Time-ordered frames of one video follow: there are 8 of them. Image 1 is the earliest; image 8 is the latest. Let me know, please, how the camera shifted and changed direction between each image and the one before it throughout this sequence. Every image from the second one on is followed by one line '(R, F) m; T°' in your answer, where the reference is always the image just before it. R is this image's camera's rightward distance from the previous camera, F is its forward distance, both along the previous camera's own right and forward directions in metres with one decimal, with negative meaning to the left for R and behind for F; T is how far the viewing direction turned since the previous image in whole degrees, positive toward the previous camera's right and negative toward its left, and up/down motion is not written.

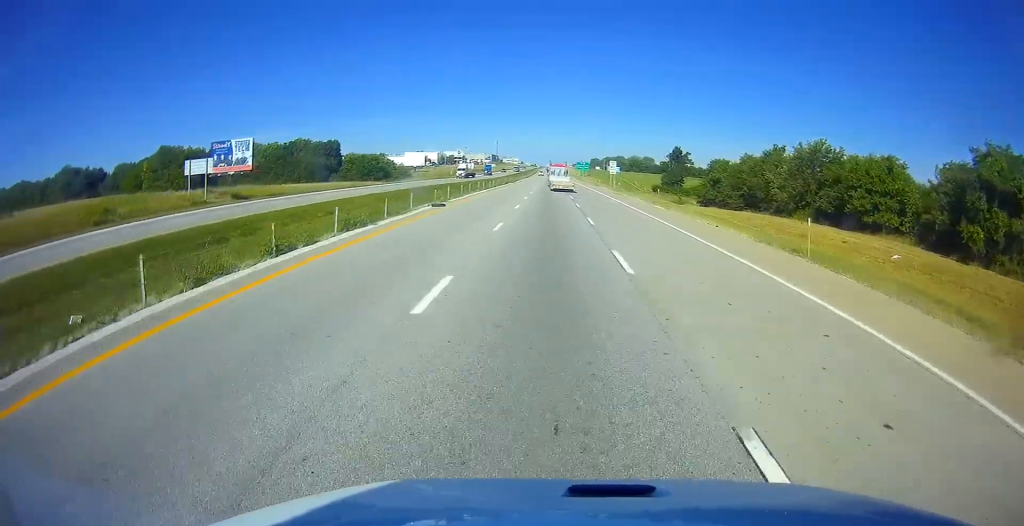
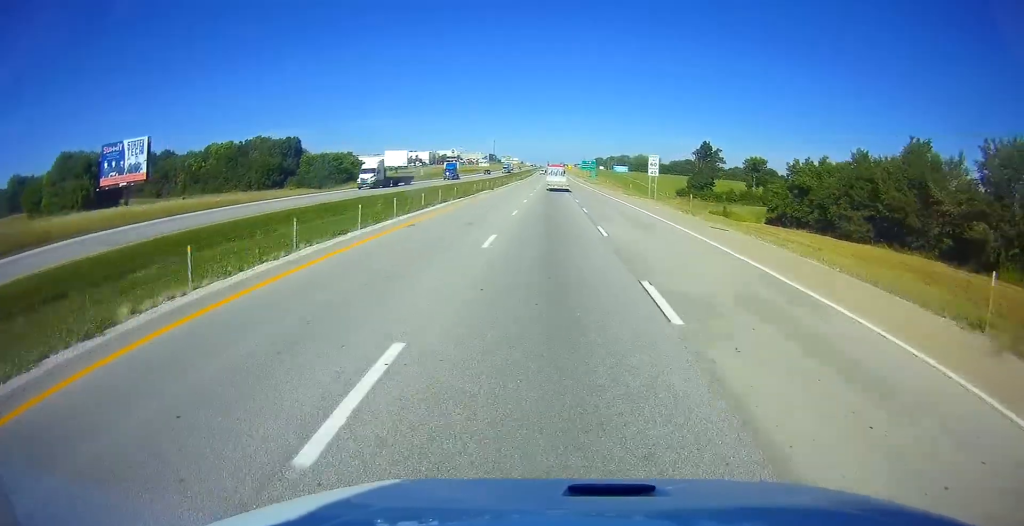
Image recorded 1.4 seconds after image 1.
(0.0, +41.1) m; 0°
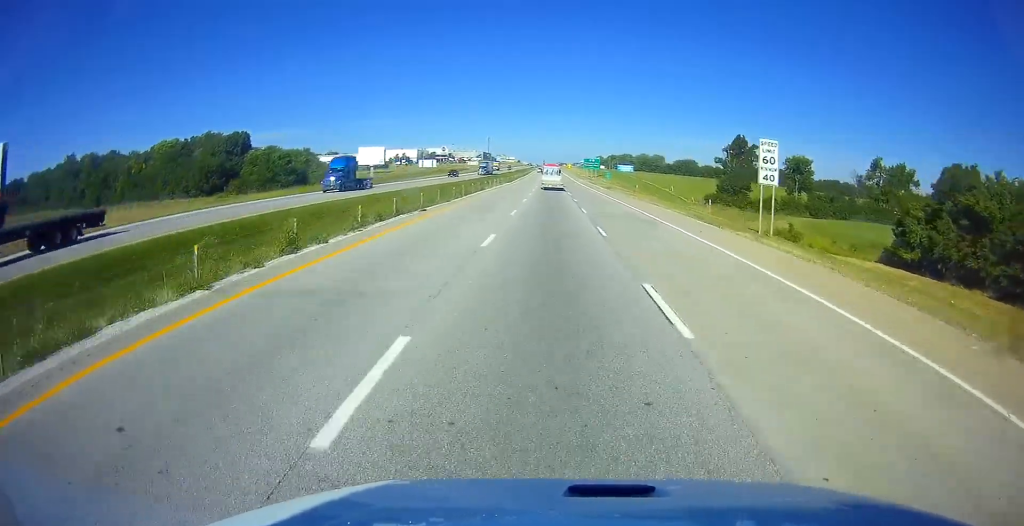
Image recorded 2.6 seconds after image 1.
(0.0, +36.2) m; 0°
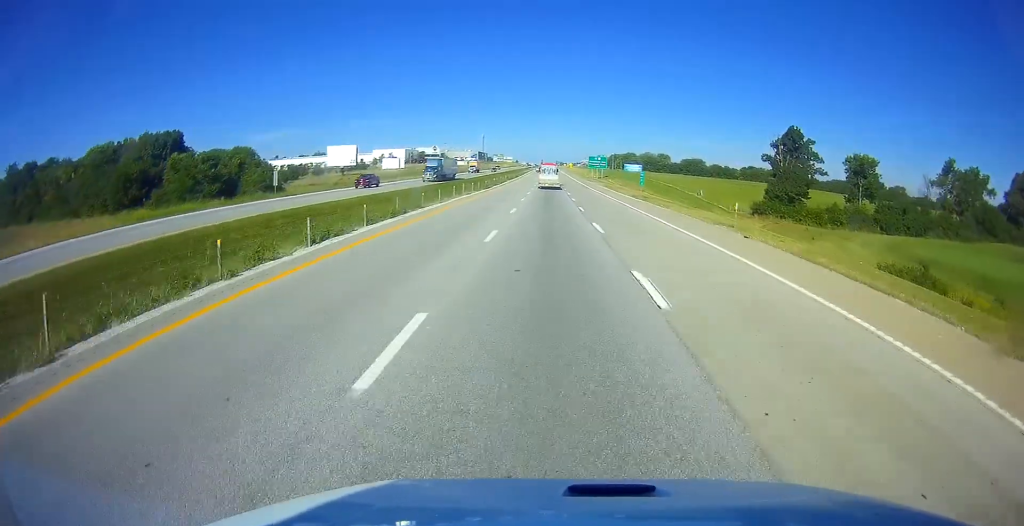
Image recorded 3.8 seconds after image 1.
(0.0, +35.2) m; 0°
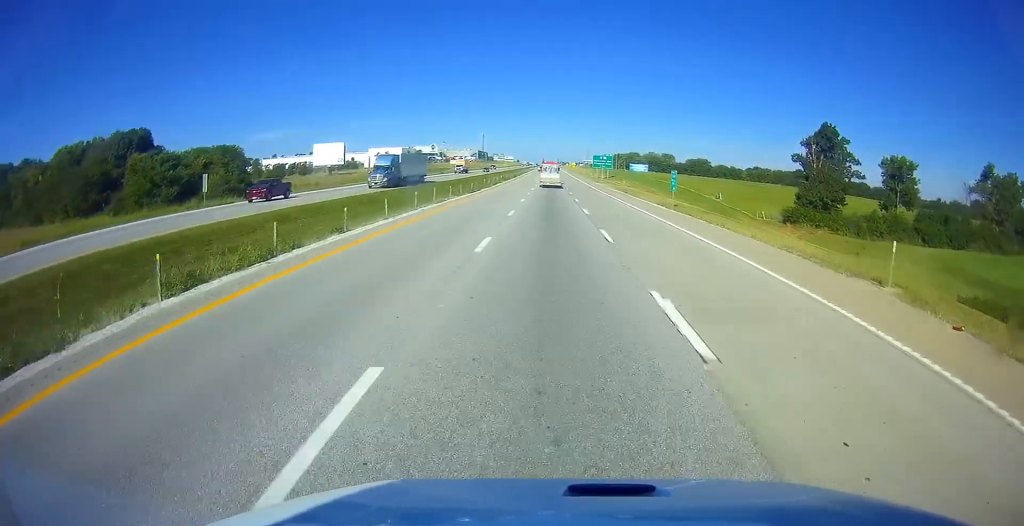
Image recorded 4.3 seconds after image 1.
(0.0, +14.7) m; 0°
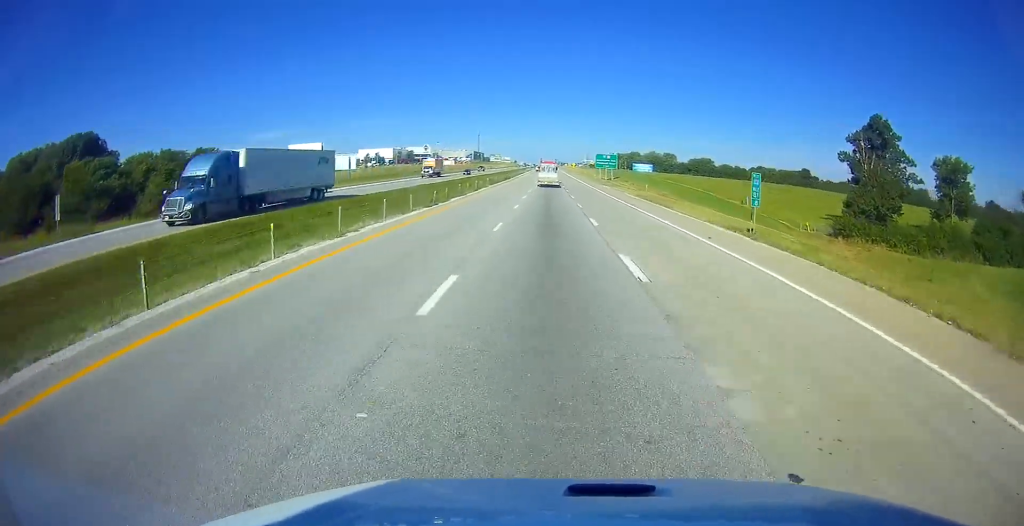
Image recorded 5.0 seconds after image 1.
(0.0, +18.7) m; 0°
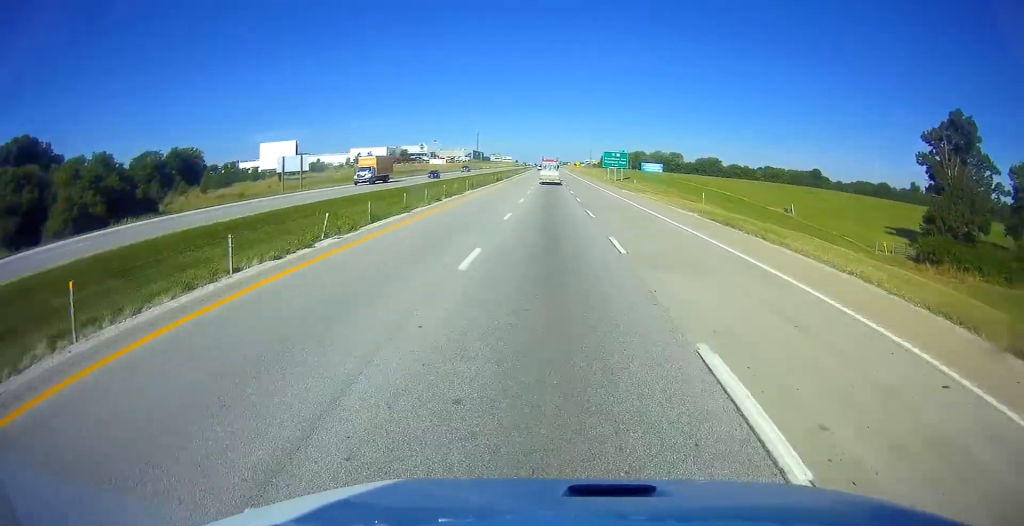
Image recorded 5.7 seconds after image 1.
(0.0, +20.6) m; 0°
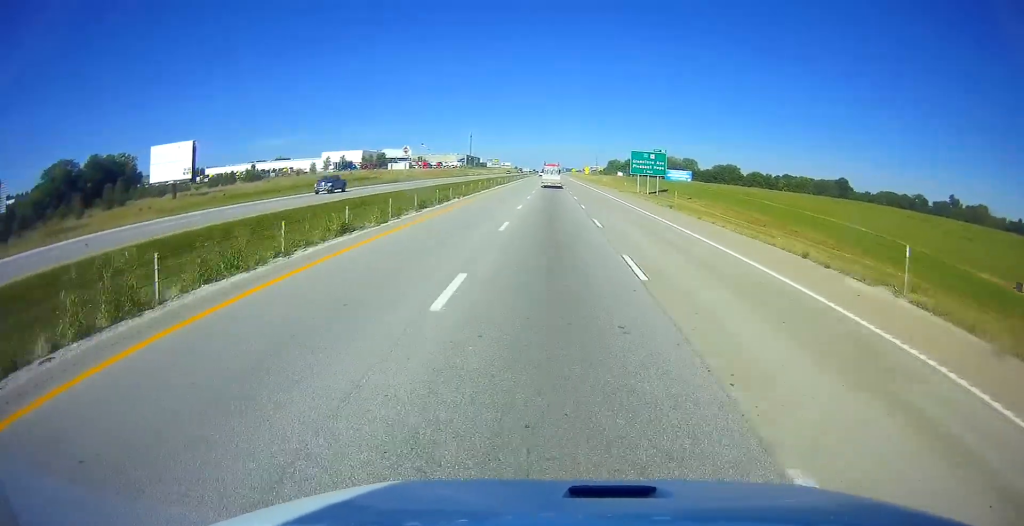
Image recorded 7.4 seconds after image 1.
(0.0, +51.9) m; 0°
